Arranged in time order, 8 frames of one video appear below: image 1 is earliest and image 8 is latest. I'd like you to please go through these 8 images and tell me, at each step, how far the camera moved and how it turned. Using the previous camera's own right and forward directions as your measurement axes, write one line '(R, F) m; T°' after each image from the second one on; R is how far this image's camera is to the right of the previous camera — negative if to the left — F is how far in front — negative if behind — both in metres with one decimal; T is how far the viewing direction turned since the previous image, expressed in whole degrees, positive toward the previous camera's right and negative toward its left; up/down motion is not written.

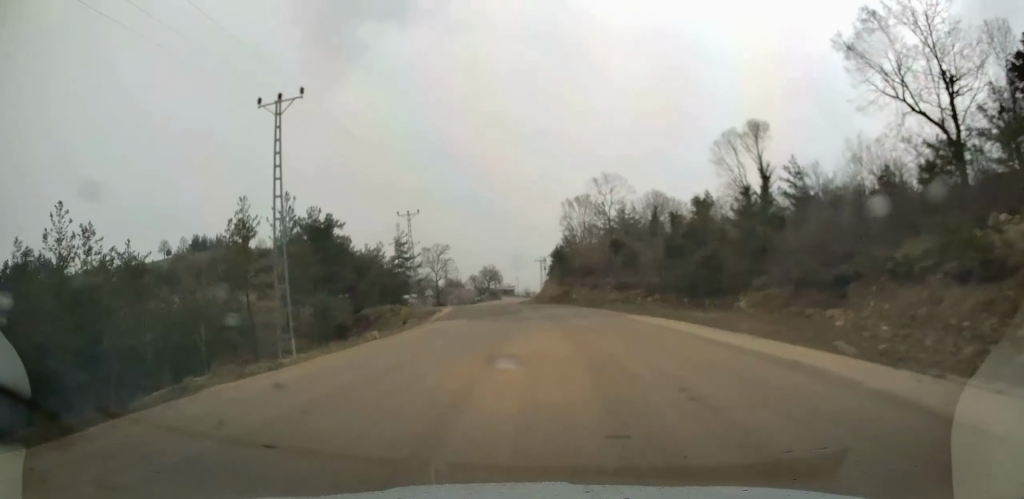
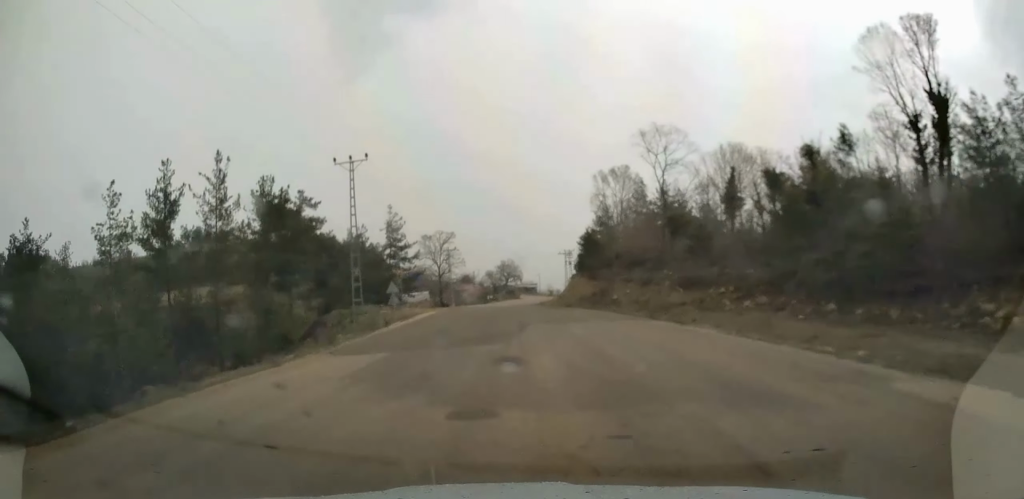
(-0.1, +22.4) m; -2°
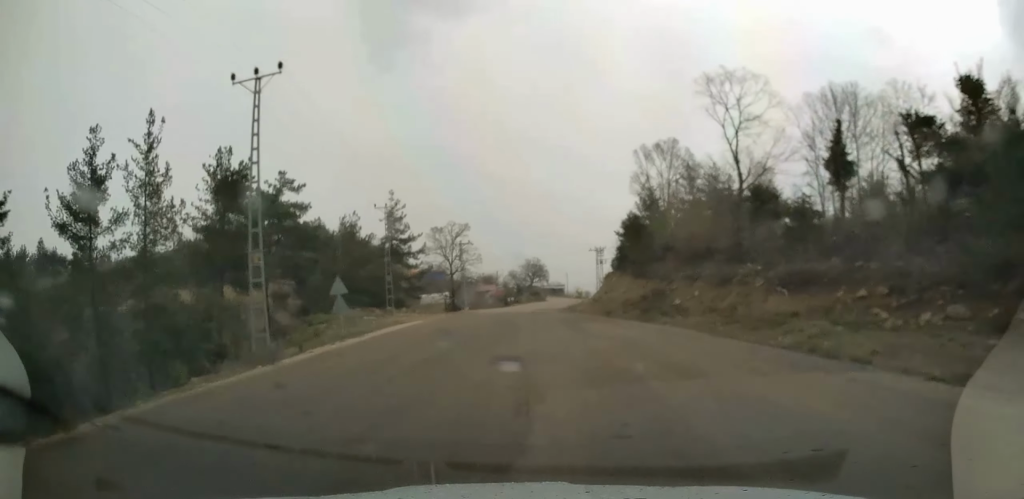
(-0.3, +15.2) m; -3°
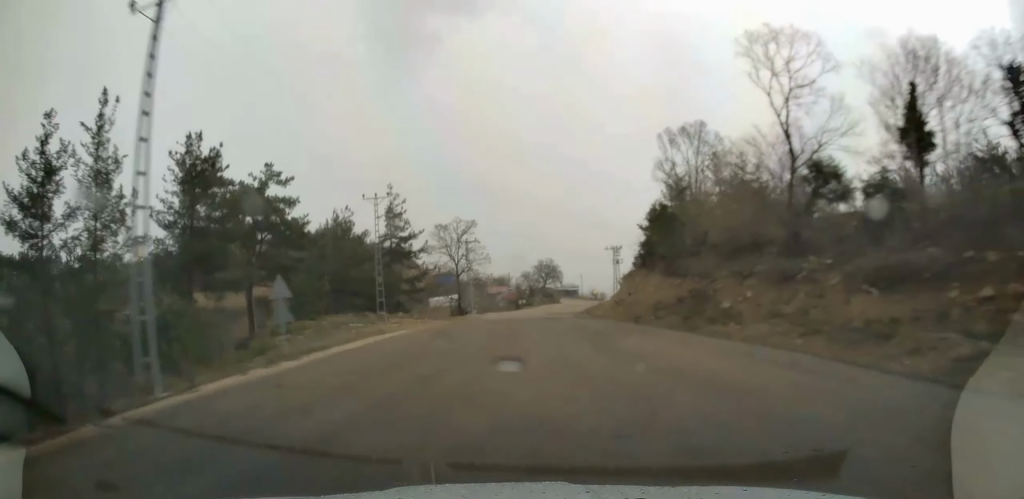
(0.0, +7.2) m; -2°
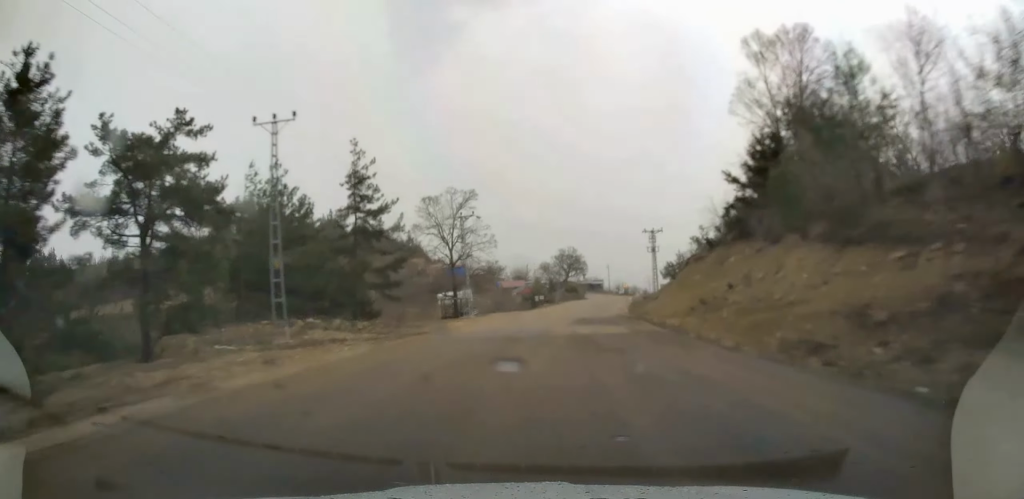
(-0.8, +21.0) m; -2°
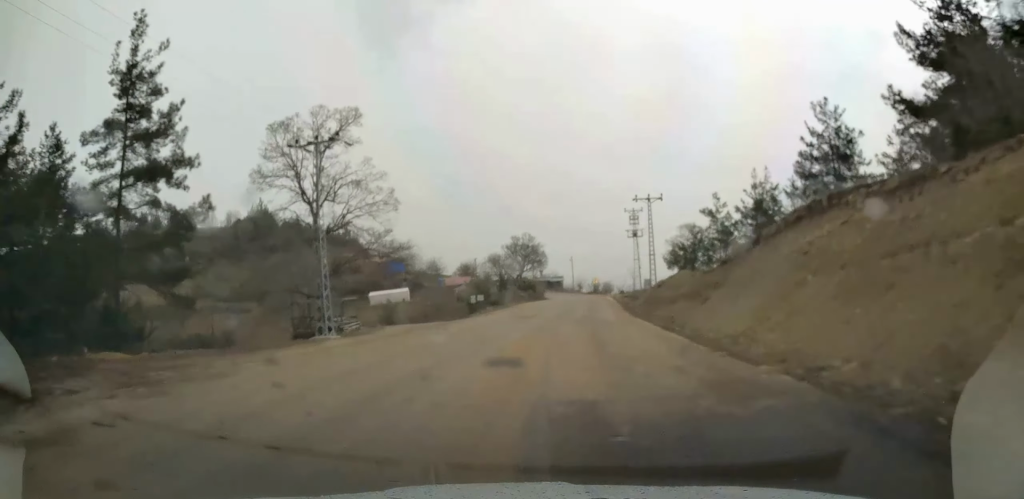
(+0.9, +28.4) m; +3°
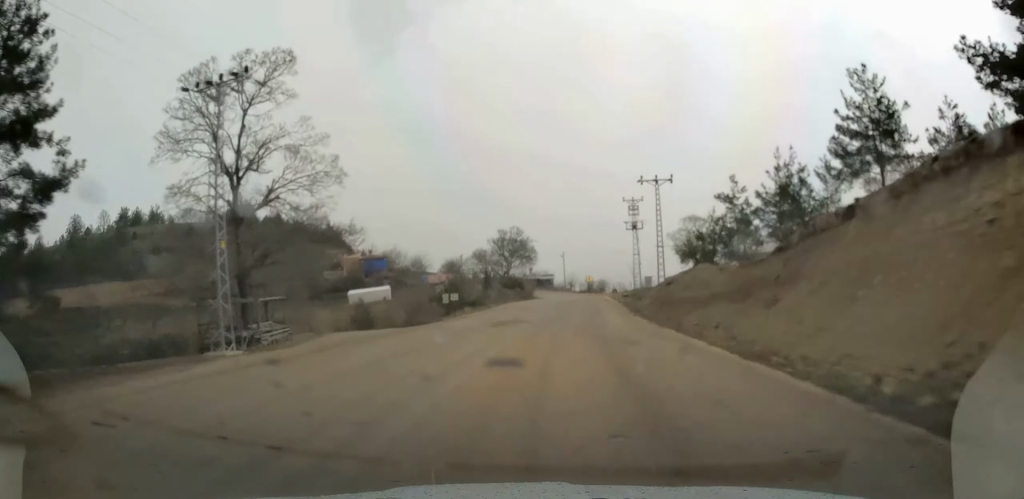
(+0.1, +9.0) m; +1°
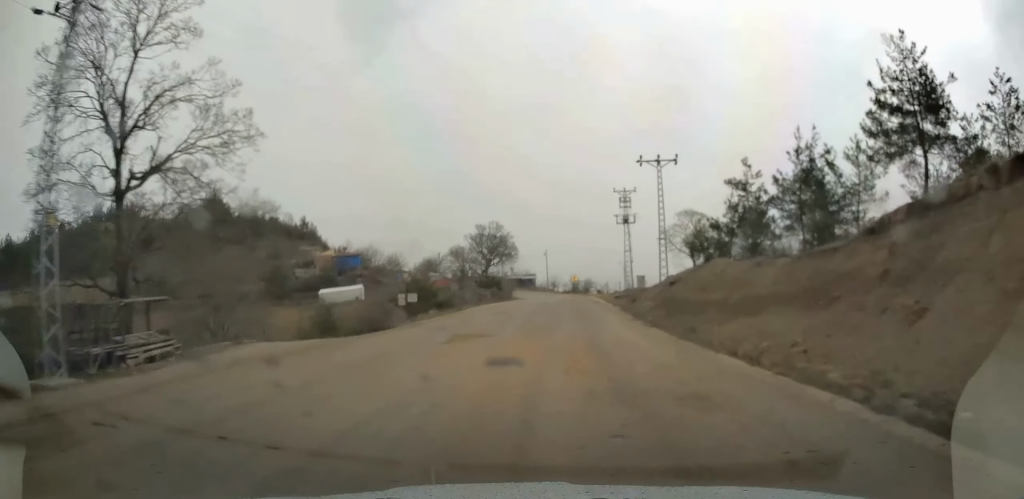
(0.0, +7.9) m; +1°
